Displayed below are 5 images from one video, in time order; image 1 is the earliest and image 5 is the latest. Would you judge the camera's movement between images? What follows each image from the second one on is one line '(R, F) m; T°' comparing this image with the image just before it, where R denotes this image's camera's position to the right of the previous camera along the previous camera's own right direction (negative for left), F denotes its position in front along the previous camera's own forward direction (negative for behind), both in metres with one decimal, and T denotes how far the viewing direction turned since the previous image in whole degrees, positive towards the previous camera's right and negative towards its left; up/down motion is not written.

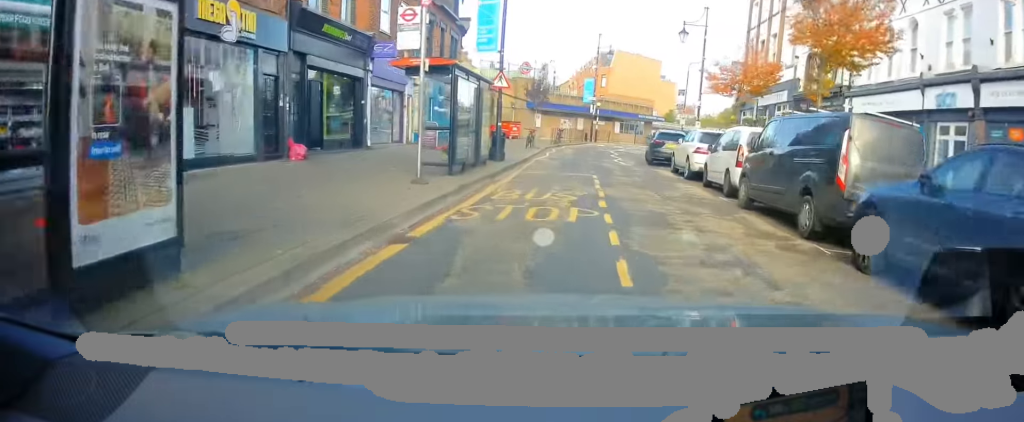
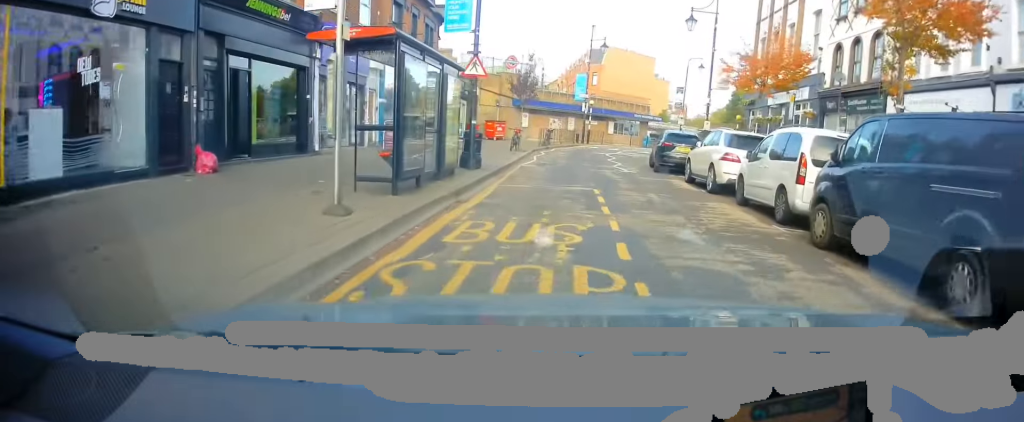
(0.0, +3.9) m; +2°
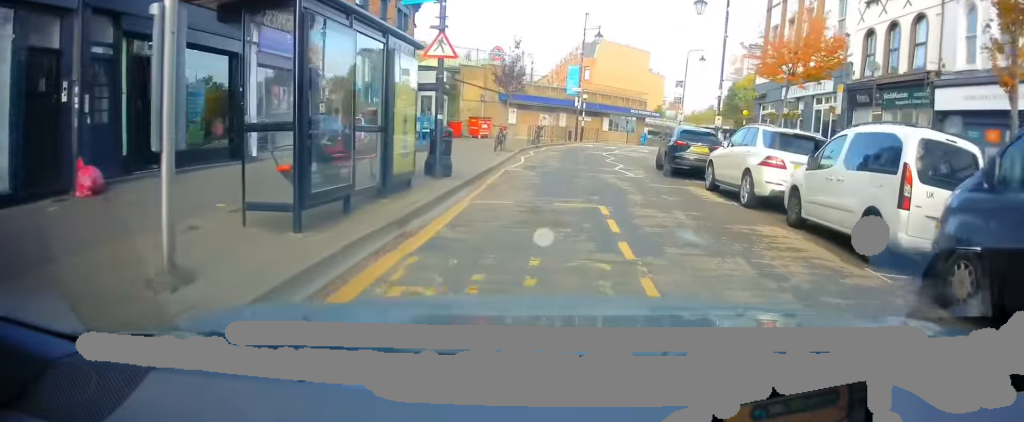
(0.0, +3.3) m; +2°
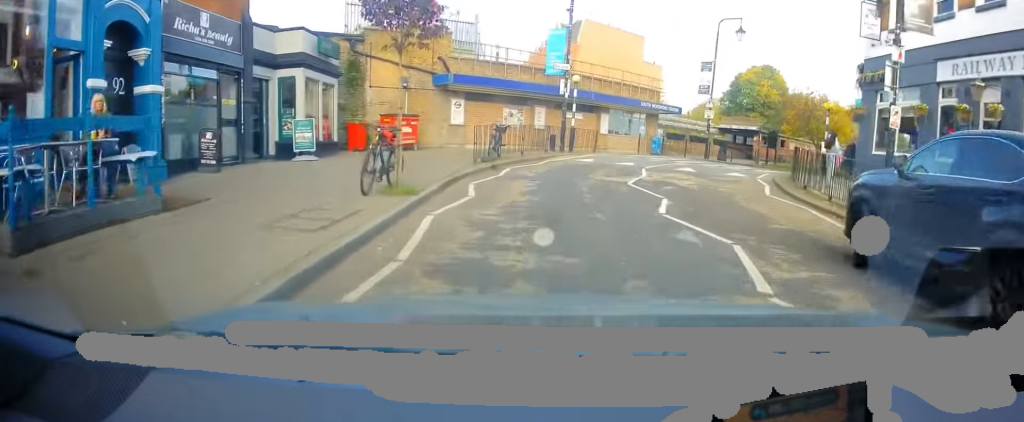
(-0.2, +15.6) m; -1°
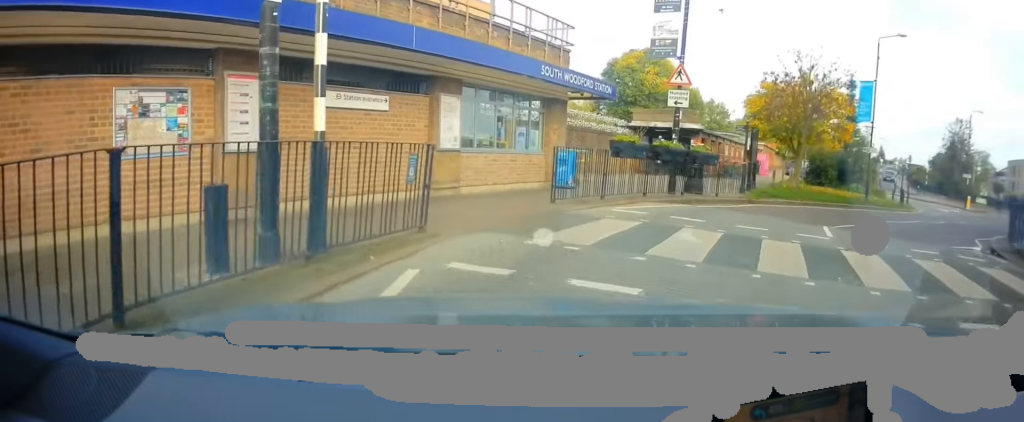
(+2.1, +17.0) m; +10°
